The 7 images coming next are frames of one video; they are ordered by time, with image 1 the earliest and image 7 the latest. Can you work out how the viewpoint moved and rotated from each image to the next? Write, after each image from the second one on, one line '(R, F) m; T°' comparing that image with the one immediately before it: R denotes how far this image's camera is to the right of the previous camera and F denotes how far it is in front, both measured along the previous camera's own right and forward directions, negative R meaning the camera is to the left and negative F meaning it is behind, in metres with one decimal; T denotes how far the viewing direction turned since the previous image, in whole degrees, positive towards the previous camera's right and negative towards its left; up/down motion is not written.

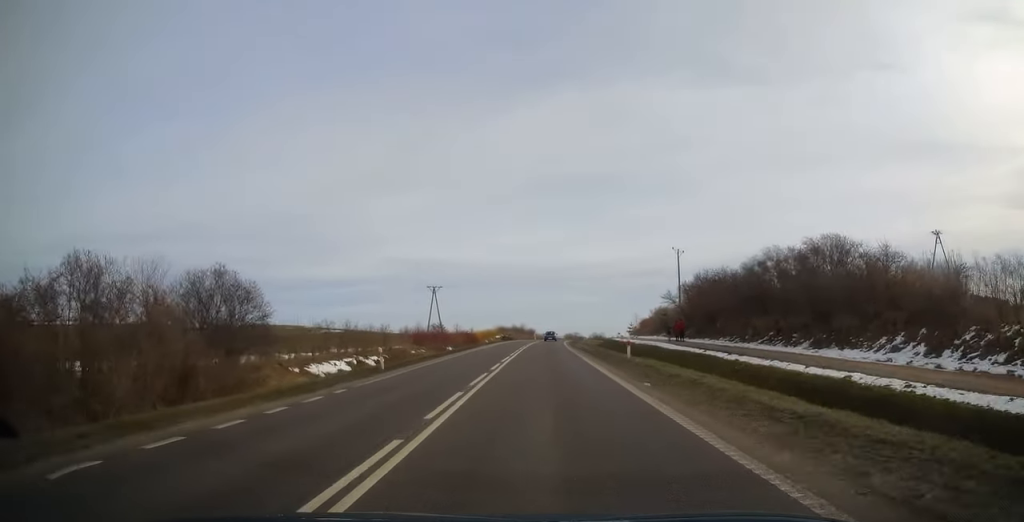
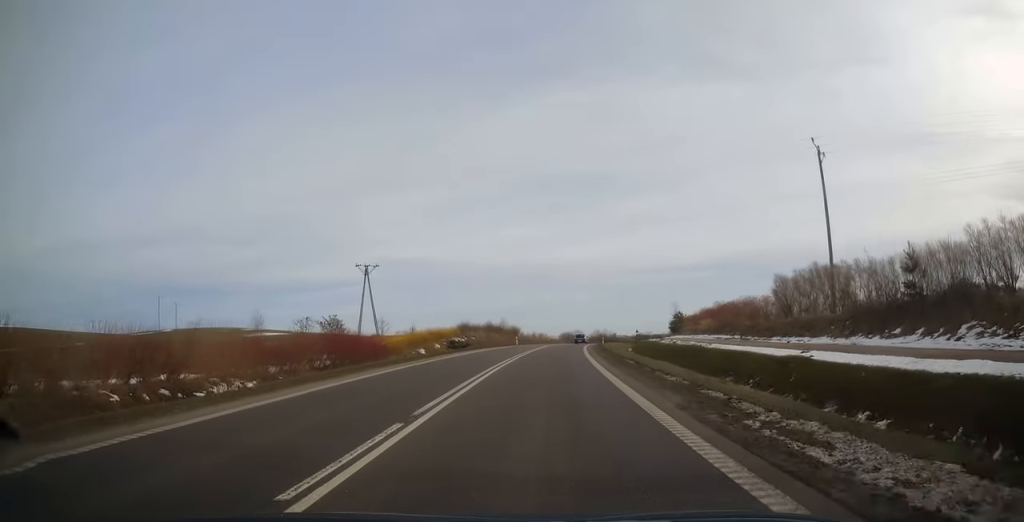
(+0.6, +52.5) m; +1°
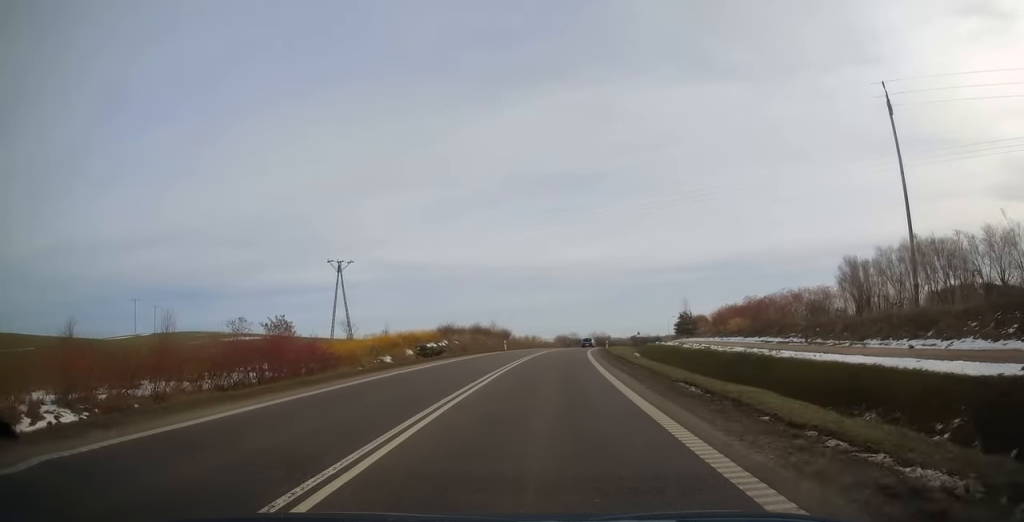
(0.0, +10.8) m; 0°
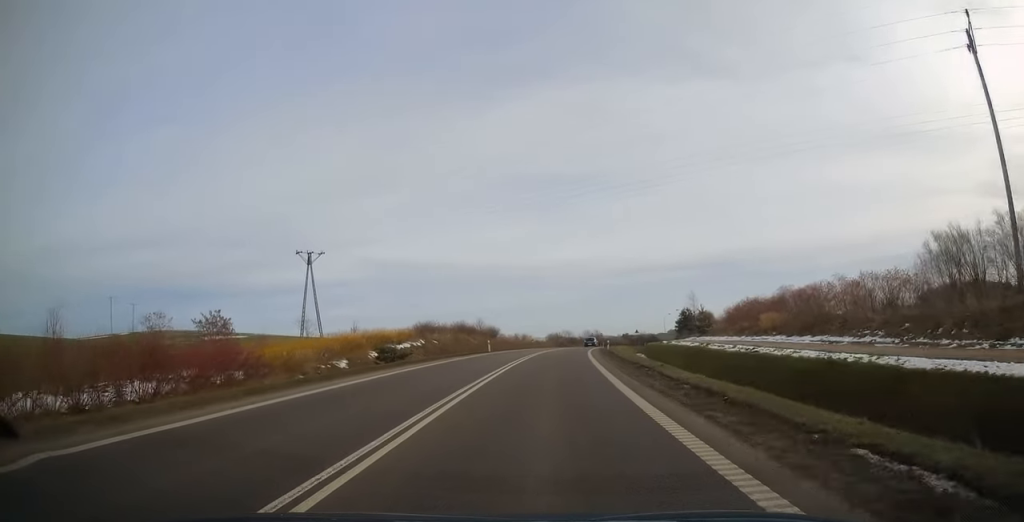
(-0.1, +8.9) m; +1°
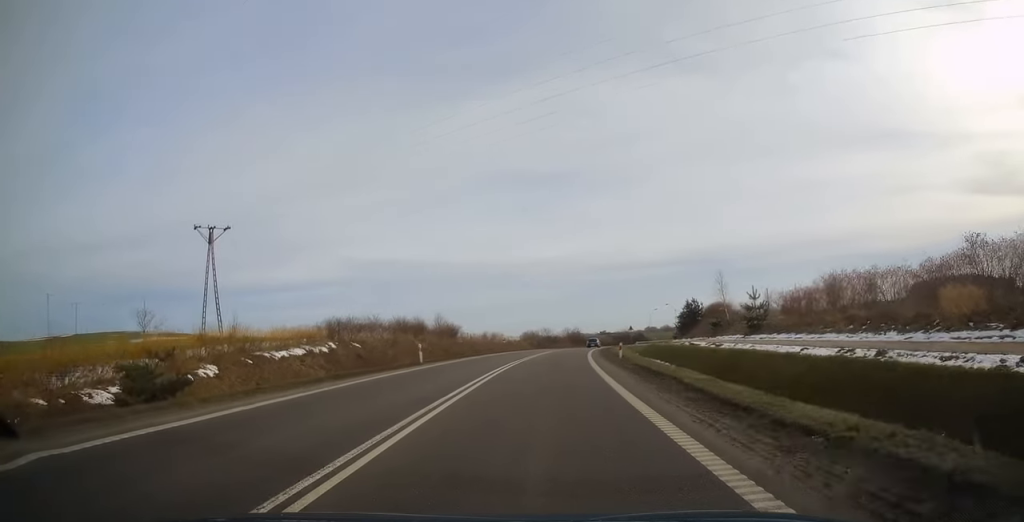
(+0.3, +21.1) m; +2°
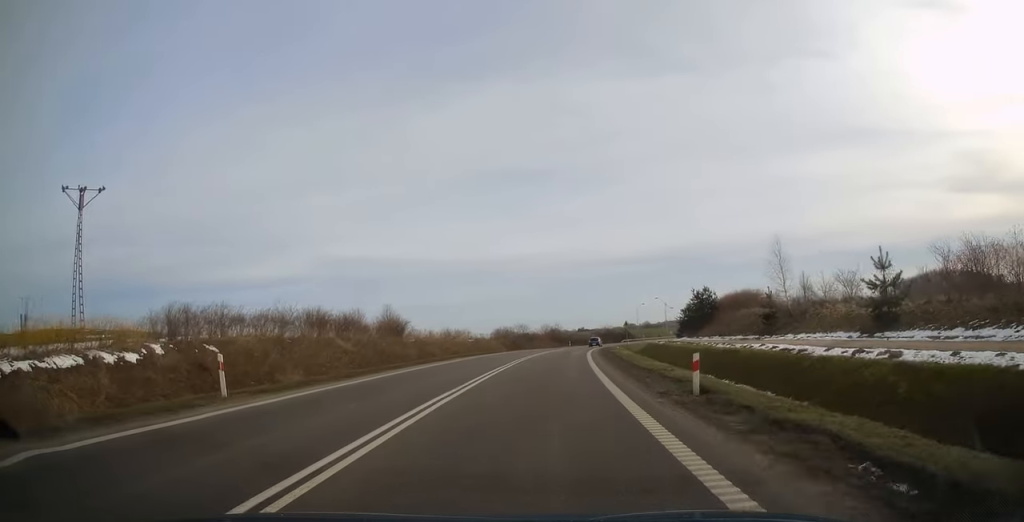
(+0.3, +18.4) m; +2°
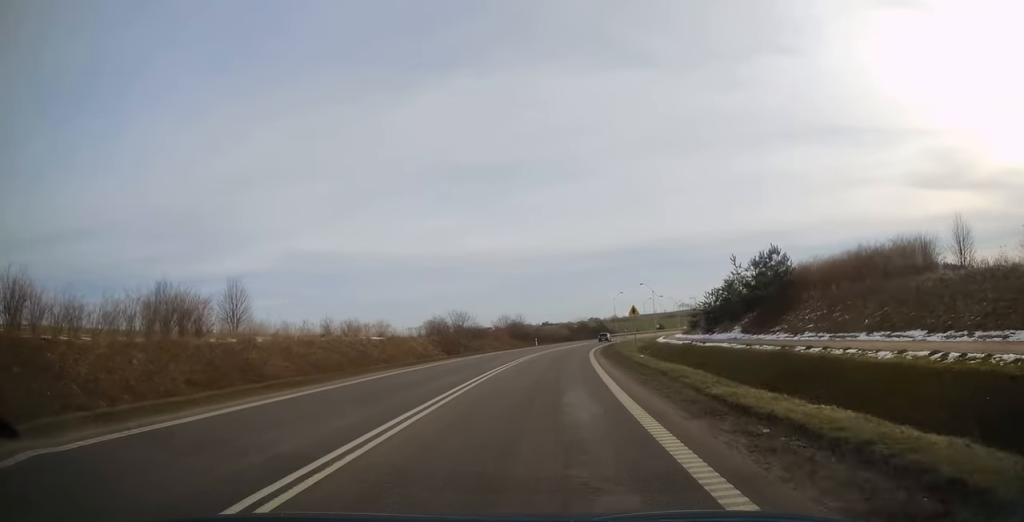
(+0.9, +31.7) m; +3°
